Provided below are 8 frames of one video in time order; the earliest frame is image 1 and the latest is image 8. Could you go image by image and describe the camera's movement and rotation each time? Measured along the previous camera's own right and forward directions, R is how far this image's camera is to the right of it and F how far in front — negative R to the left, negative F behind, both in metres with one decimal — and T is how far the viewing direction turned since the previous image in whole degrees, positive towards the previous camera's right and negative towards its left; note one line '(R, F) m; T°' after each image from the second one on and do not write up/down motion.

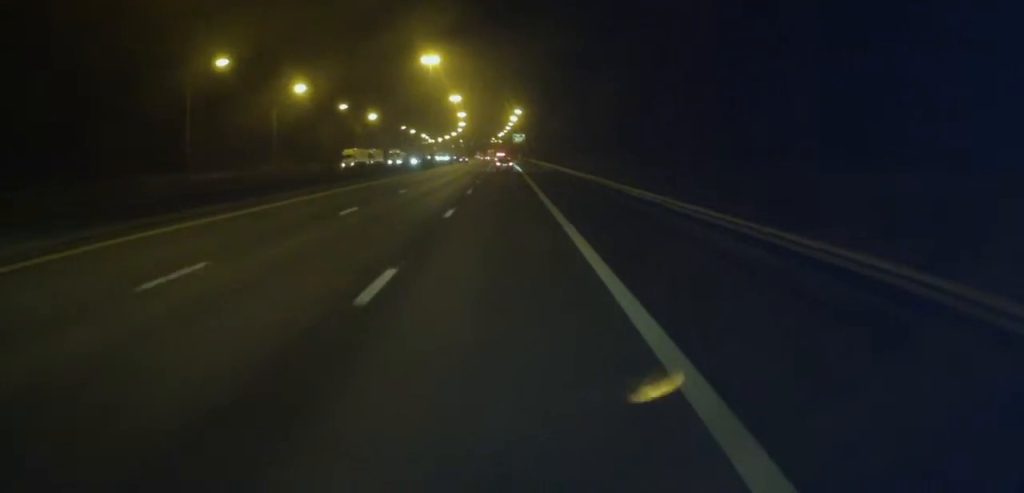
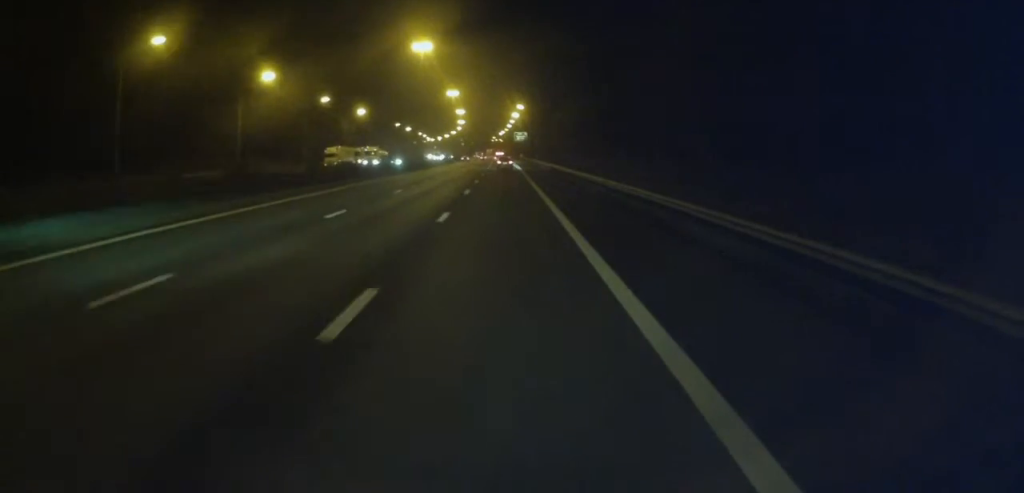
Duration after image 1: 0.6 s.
(+0.1, +14.1) m; -1°
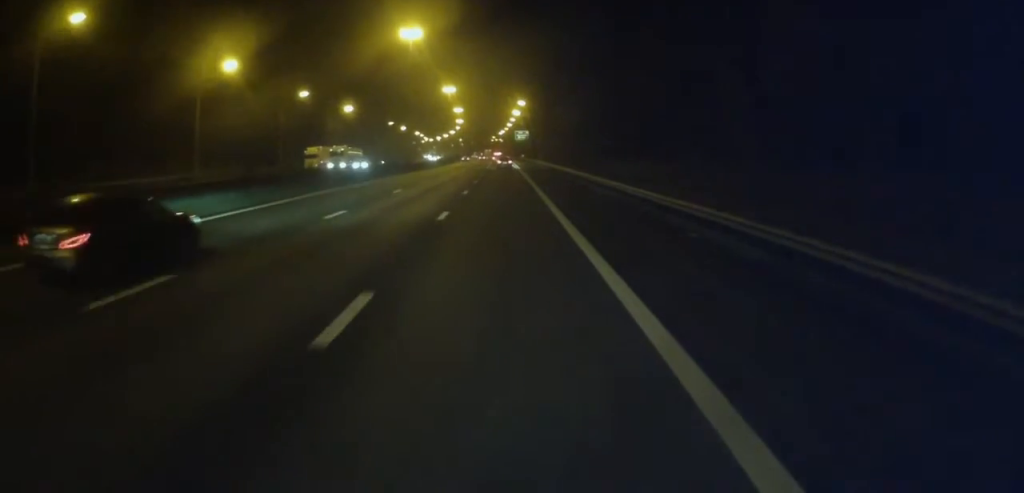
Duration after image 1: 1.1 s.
(-0.2, +12.6) m; -1°
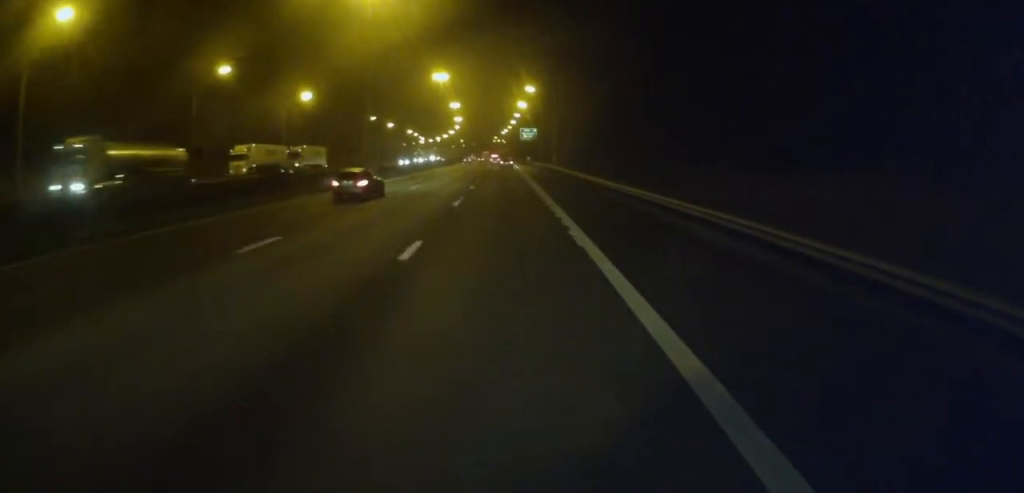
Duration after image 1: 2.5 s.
(-0.4, +32.3) m; 0°
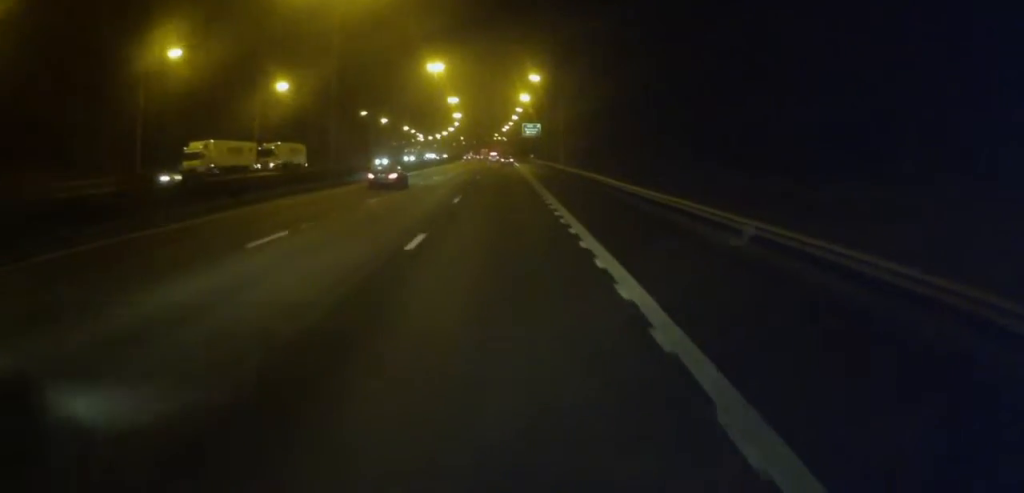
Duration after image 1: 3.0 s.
(+0.1, +12.6) m; 0°
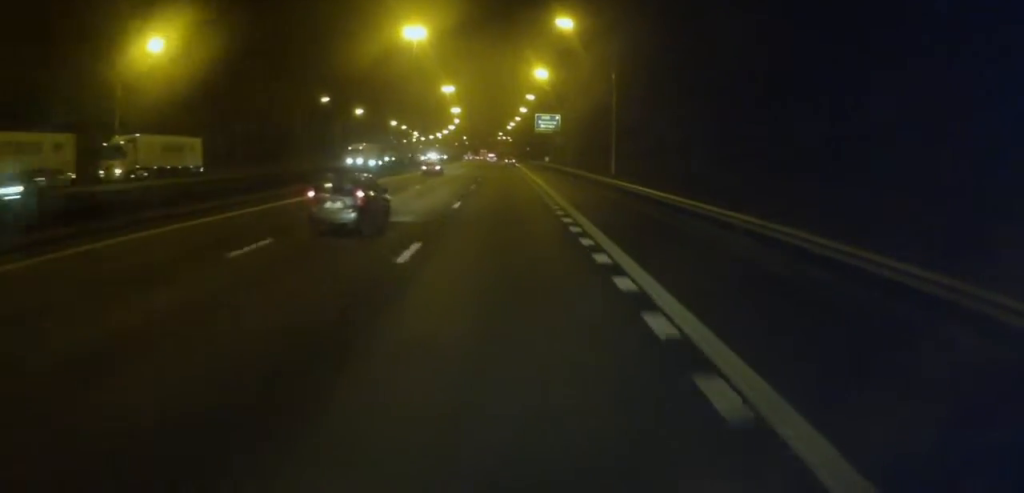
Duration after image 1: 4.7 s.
(-0.2, +39.4) m; -1°
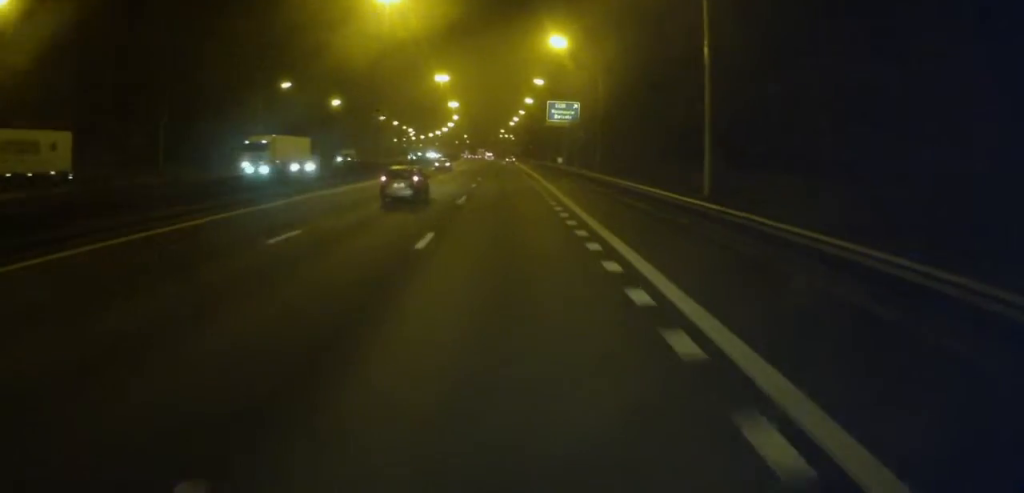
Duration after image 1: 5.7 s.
(0.0, +23.7) m; 0°
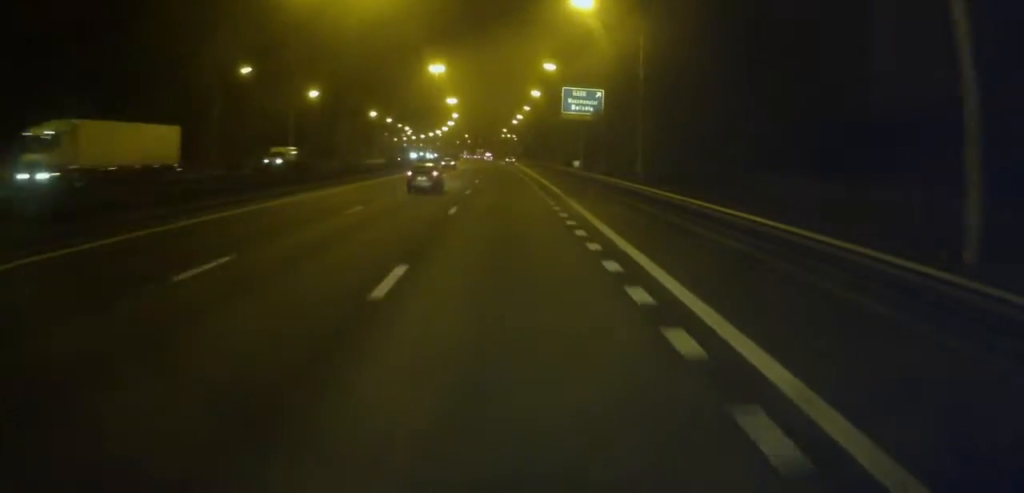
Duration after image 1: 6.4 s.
(0.0, +17.4) m; 0°
